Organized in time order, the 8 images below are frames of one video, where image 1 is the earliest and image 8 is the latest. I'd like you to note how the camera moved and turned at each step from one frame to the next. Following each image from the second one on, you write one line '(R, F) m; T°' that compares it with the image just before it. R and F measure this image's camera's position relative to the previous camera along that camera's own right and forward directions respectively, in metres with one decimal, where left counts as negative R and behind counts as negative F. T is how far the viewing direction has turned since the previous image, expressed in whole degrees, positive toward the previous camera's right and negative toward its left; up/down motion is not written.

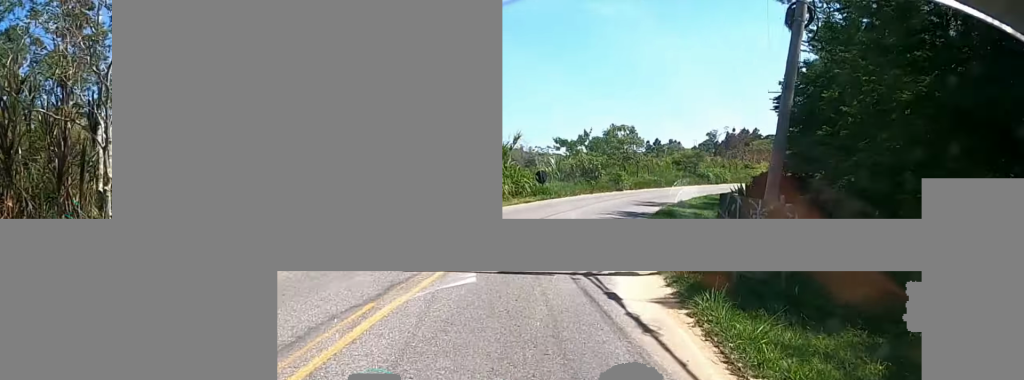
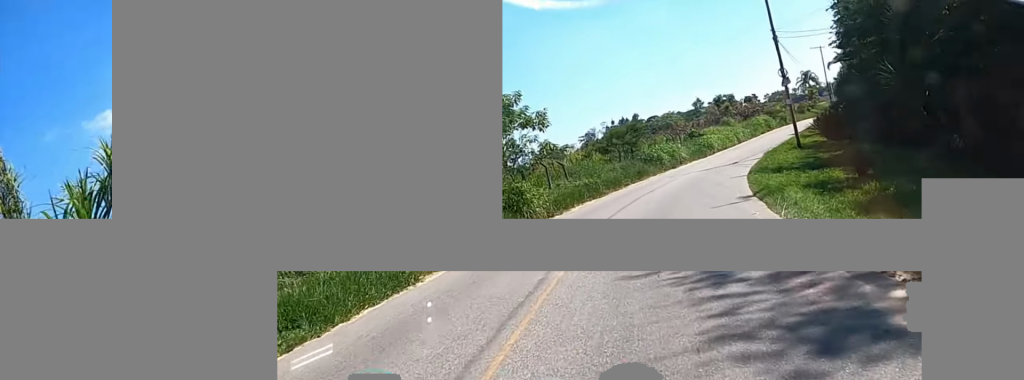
(+5.6, +28.8) m; +17°
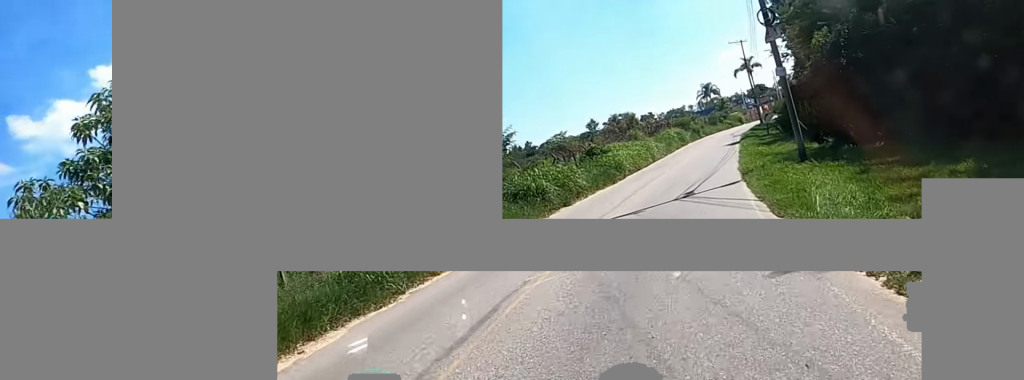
(+0.5, +17.5) m; +5°
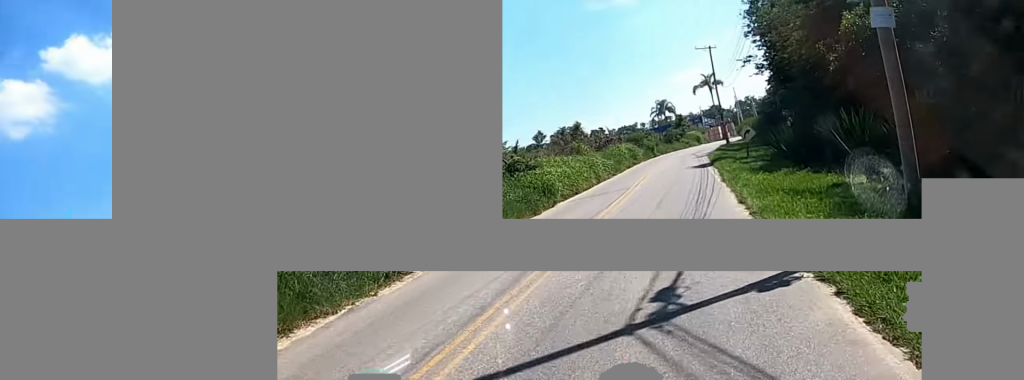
(+0.6, +10.1) m; +3°
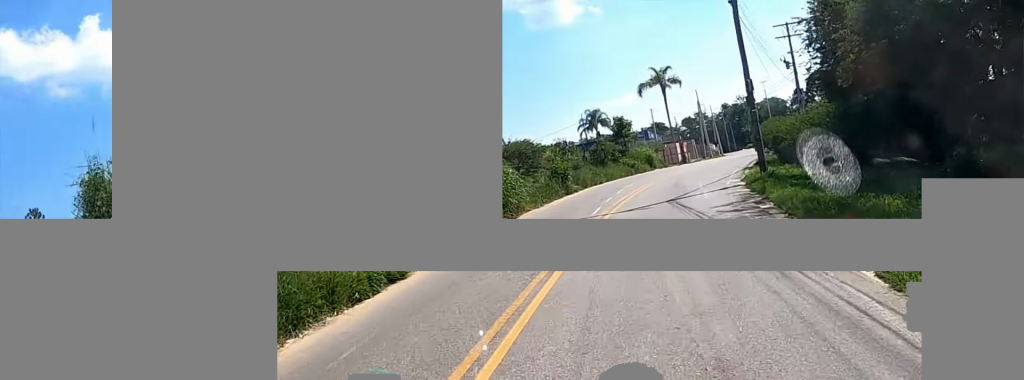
(+4.3, +36.0) m; +14°
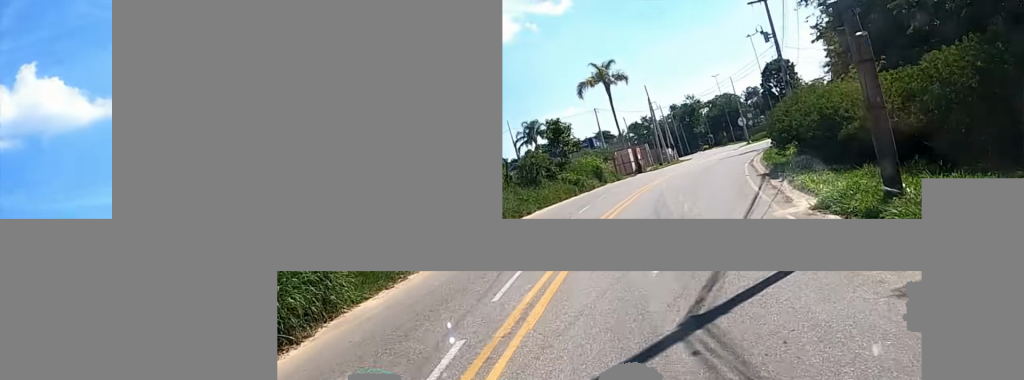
(+0.1, +11.8) m; +3°
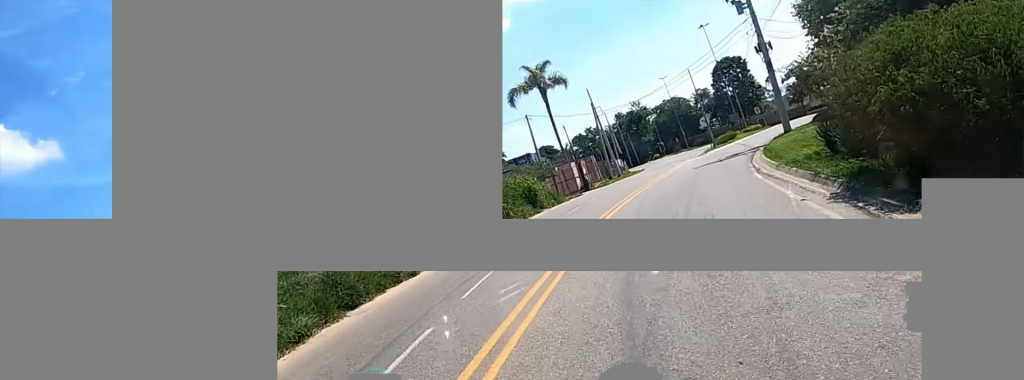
(0.0, +9.7) m; +3°
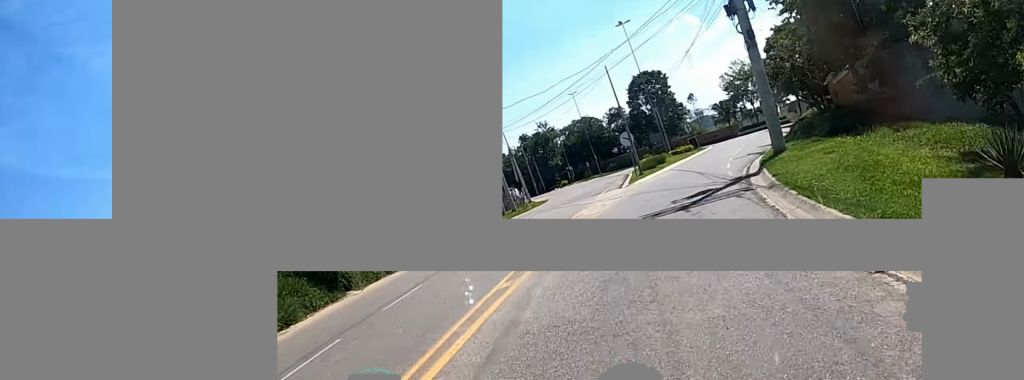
(+0.5, +13.2) m; +10°
